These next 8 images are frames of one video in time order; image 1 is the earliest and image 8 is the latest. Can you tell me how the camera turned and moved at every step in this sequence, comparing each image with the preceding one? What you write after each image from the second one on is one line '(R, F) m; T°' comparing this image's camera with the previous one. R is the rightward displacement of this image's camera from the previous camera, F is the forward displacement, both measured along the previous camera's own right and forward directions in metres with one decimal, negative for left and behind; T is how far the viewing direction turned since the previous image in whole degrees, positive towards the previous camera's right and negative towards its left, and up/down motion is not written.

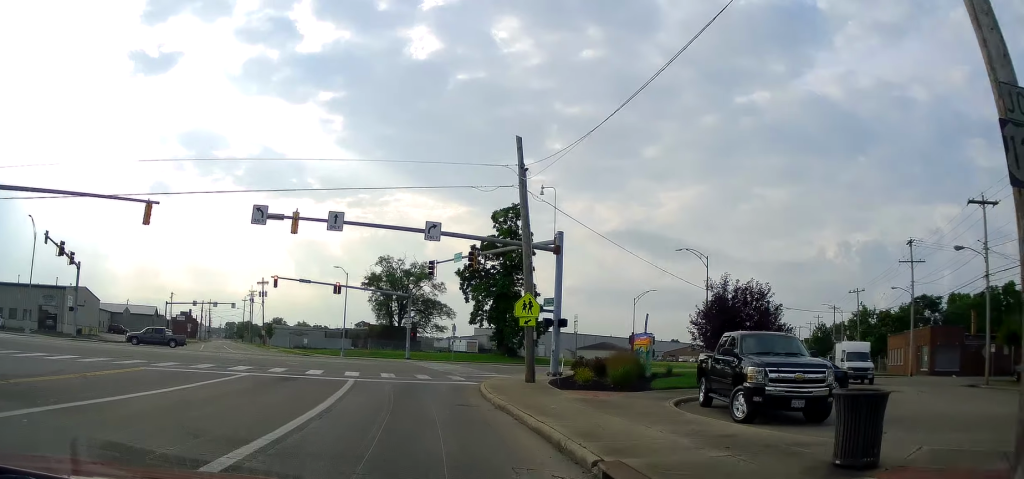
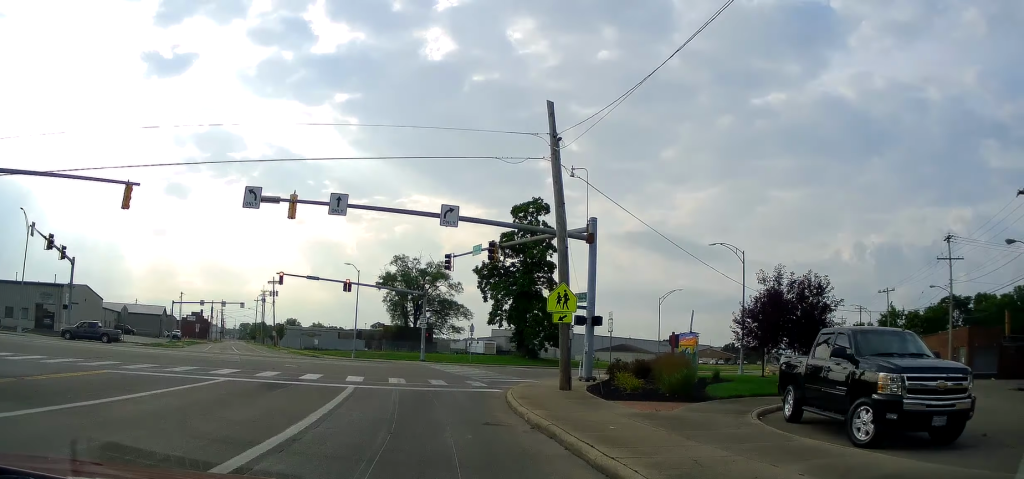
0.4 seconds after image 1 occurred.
(+0.1, +4.6) m; -2°
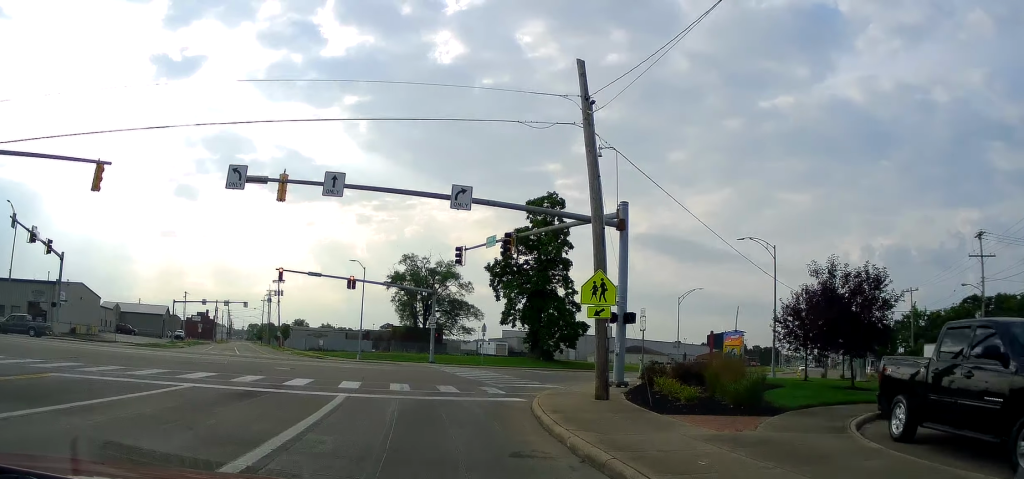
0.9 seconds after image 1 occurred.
(-0.3, +4.2) m; -3°
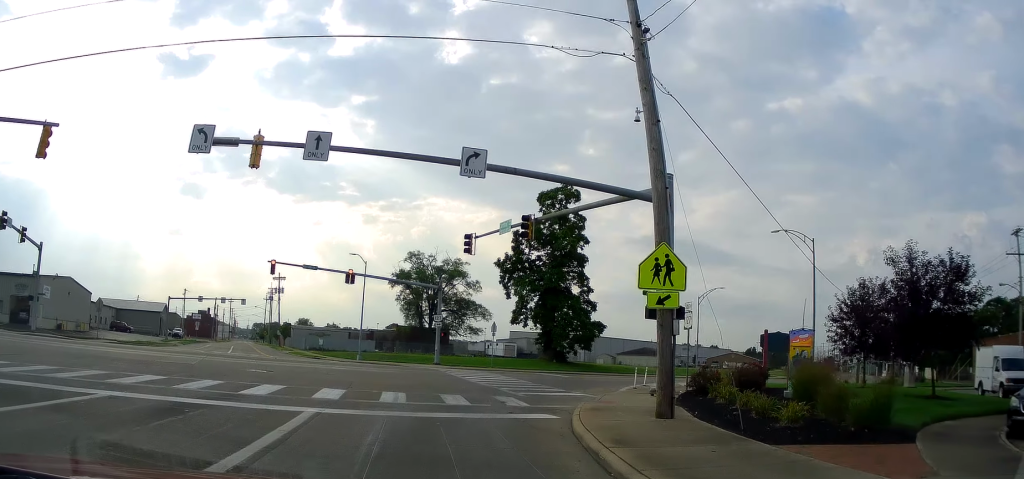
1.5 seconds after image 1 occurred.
(-0.2, +6.0) m; -4°
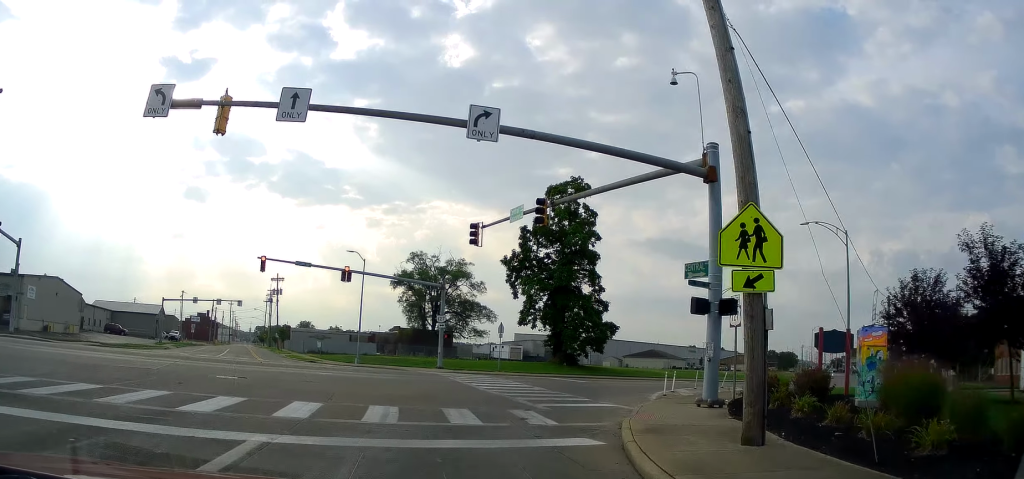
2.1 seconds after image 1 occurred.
(-0.3, +4.9) m; -4°
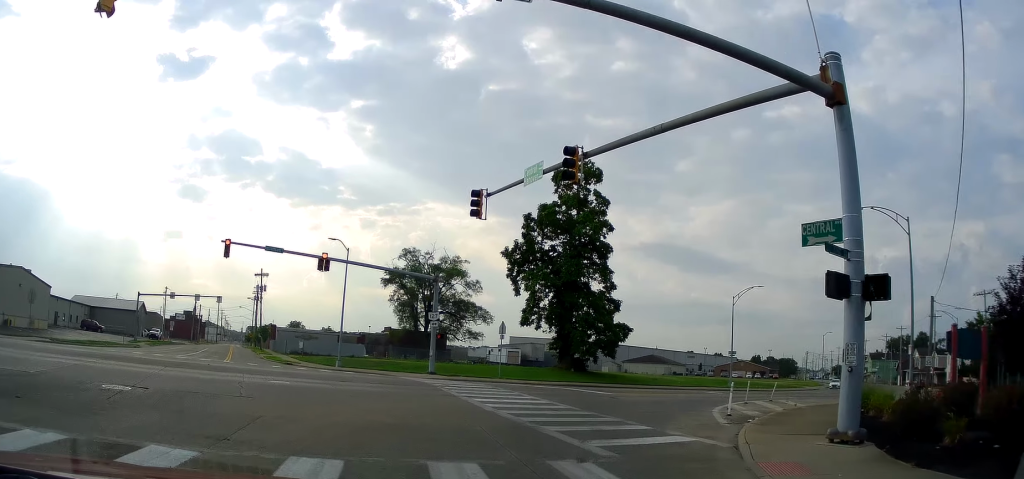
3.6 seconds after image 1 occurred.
(-0.5, +9.9) m; 0°
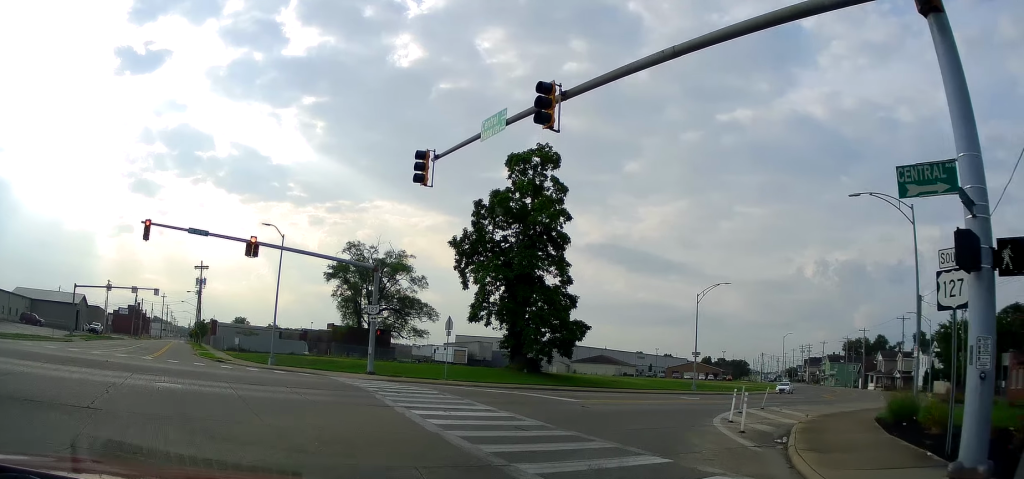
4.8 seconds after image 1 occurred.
(+0.5, +5.3) m; +8°
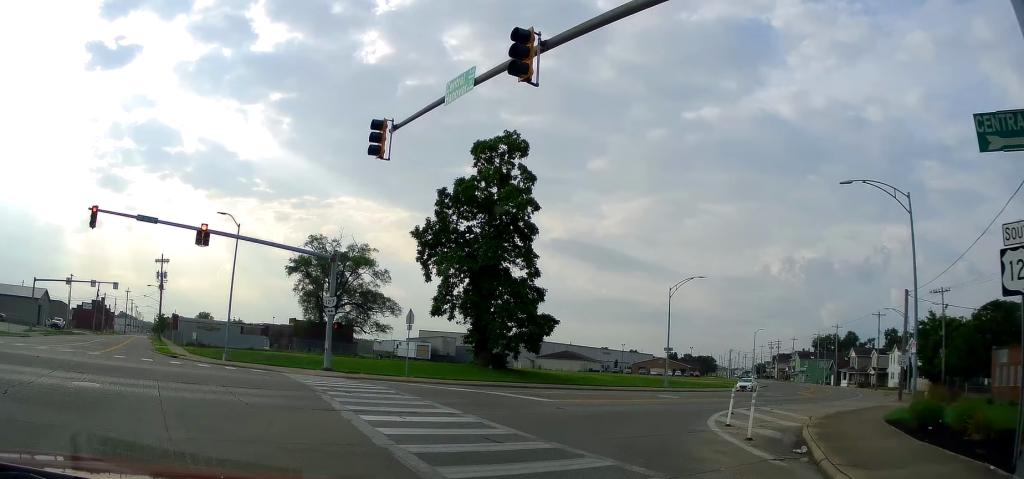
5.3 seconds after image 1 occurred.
(+0.2, +2.0) m; +1°
